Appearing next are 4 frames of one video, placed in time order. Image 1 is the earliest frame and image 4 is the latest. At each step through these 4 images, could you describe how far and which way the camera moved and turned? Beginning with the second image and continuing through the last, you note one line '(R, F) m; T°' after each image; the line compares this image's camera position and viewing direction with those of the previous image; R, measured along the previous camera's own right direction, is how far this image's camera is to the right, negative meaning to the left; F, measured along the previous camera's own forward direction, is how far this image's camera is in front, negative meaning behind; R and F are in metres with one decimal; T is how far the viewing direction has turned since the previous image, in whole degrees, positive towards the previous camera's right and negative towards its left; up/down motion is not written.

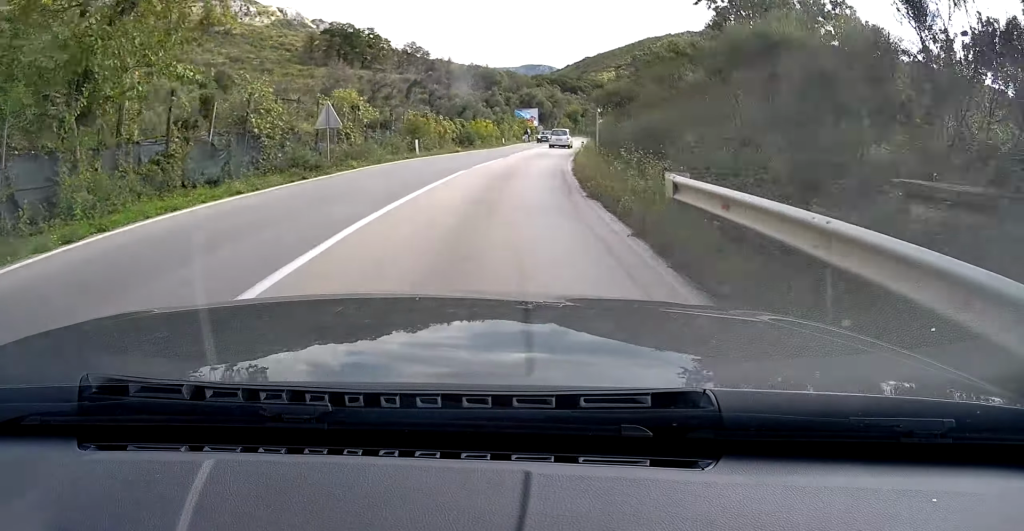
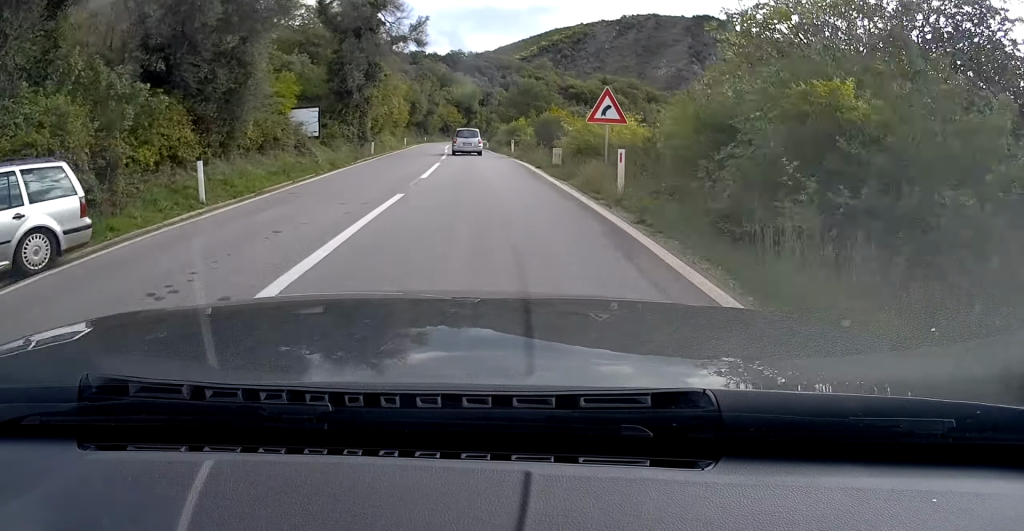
(+15.5, +107.2) m; +10°
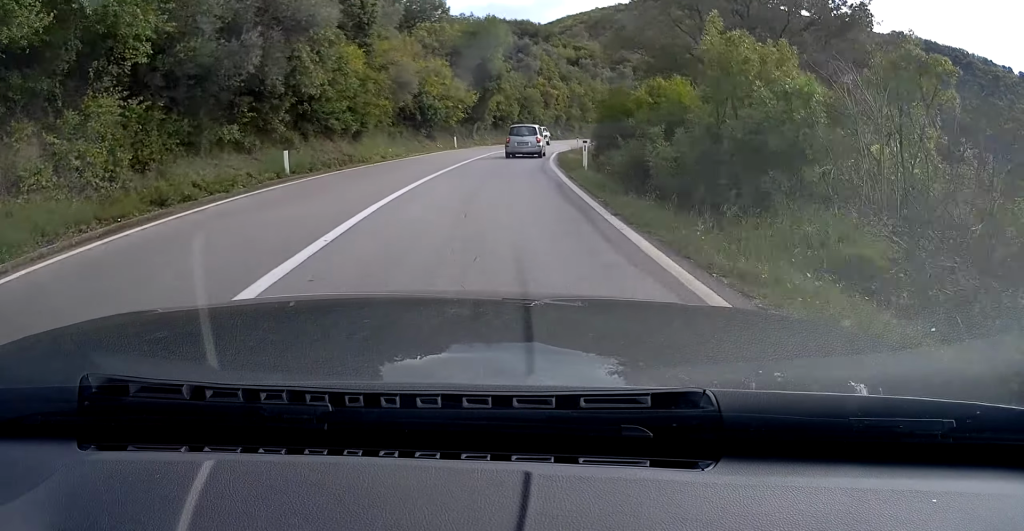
(-0.9, +76.6) m; 0°
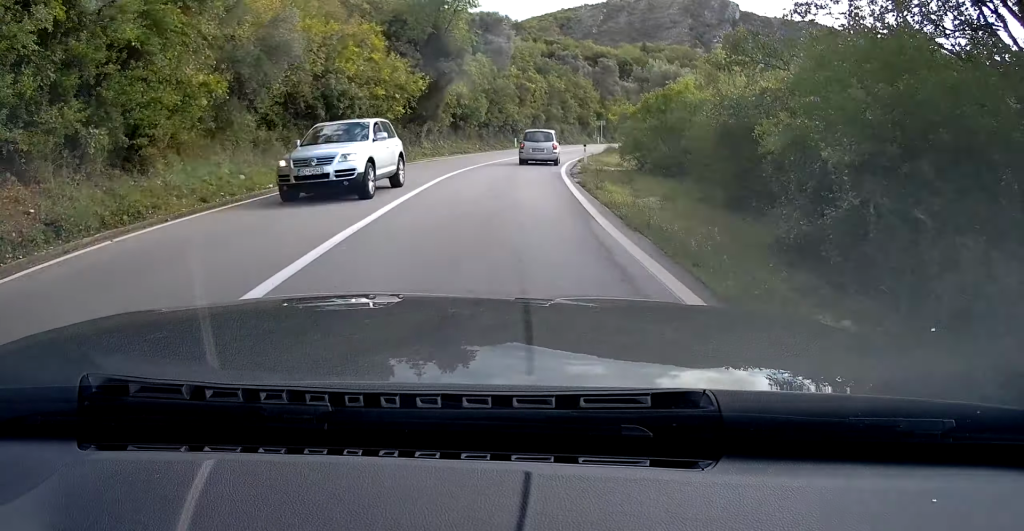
(0.0, +17.4) m; +2°
